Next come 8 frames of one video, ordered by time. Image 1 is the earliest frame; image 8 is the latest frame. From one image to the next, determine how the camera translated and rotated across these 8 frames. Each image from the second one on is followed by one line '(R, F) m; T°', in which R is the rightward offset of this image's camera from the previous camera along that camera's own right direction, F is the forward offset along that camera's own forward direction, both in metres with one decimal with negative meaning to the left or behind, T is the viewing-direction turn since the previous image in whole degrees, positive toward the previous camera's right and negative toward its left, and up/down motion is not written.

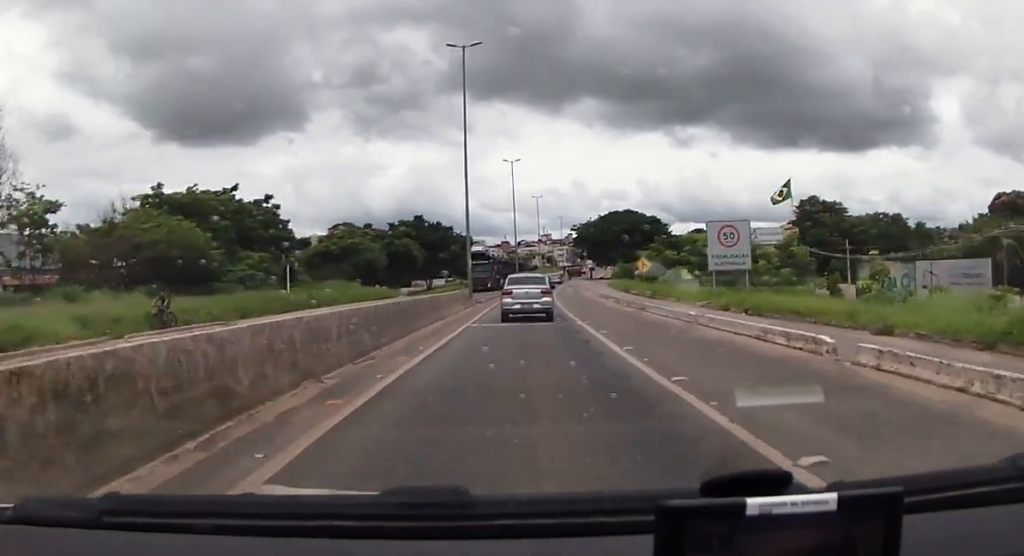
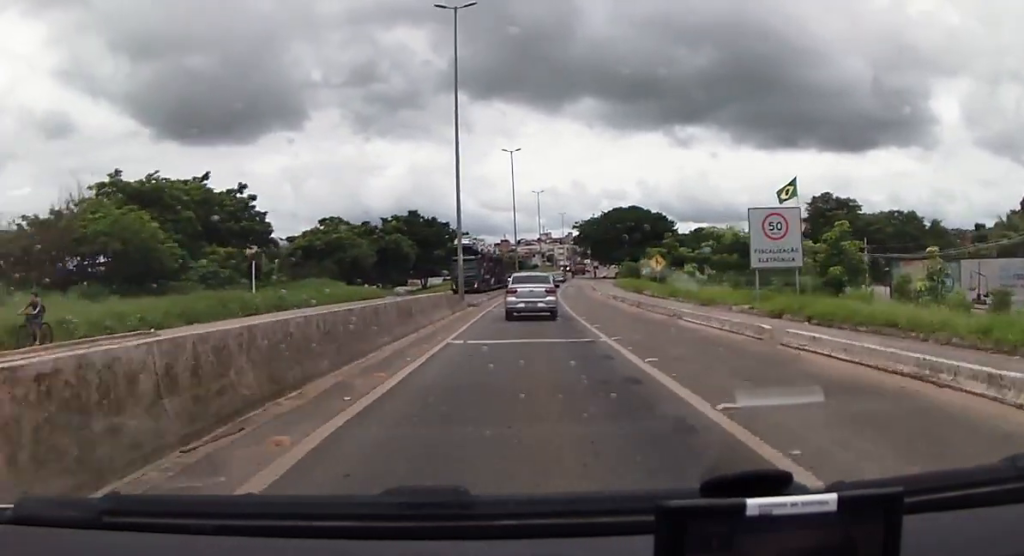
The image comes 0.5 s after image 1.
(+0.1, +6.0) m; +1°
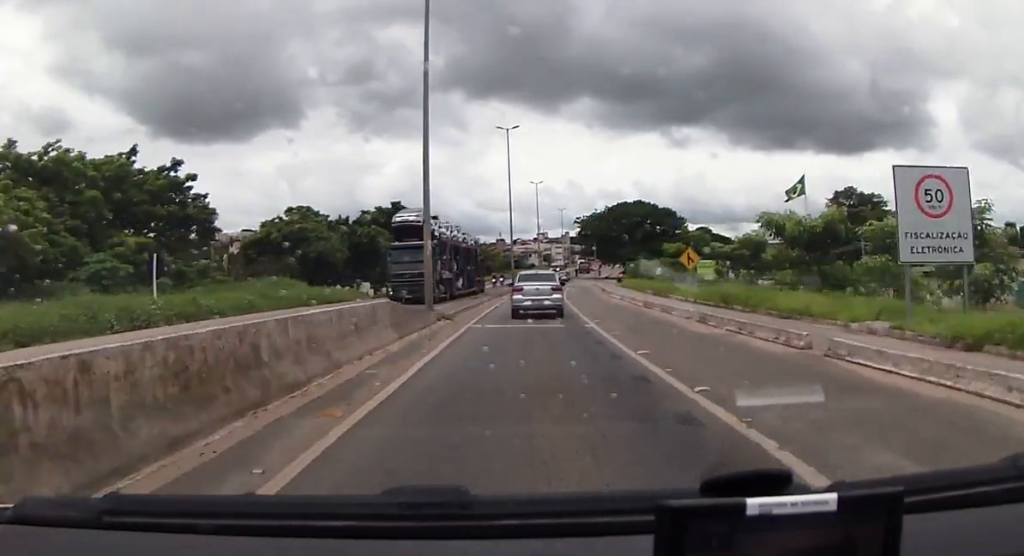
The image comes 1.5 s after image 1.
(+0.2, +11.2) m; +1°
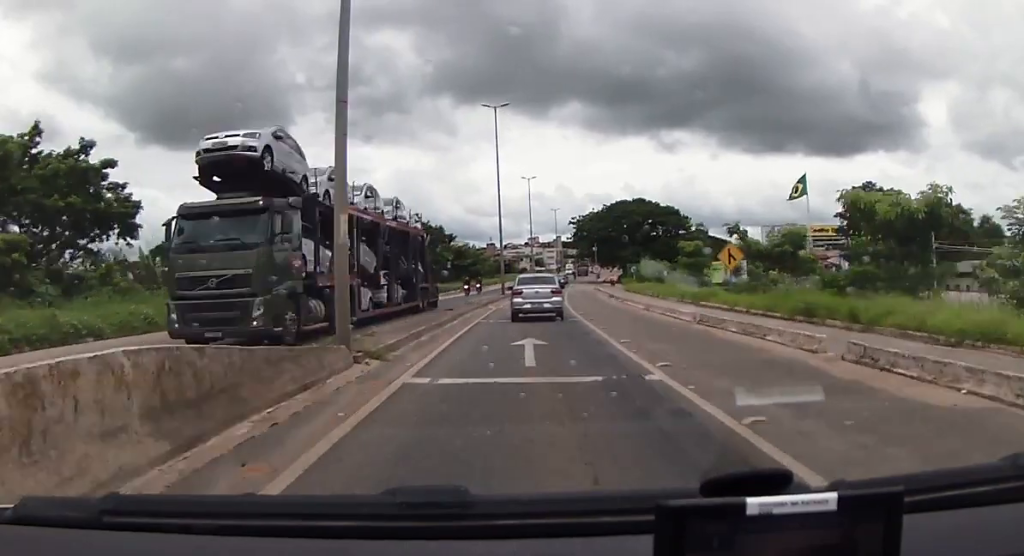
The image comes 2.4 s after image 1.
(0.0, +9.8) m; +1°
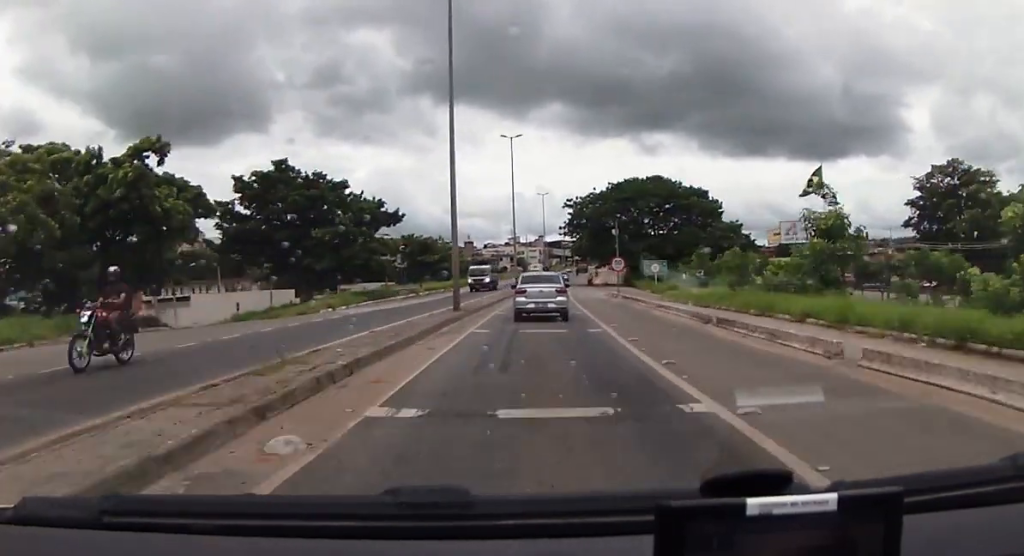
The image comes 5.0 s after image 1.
(-0.1, +27.6) m; +1°
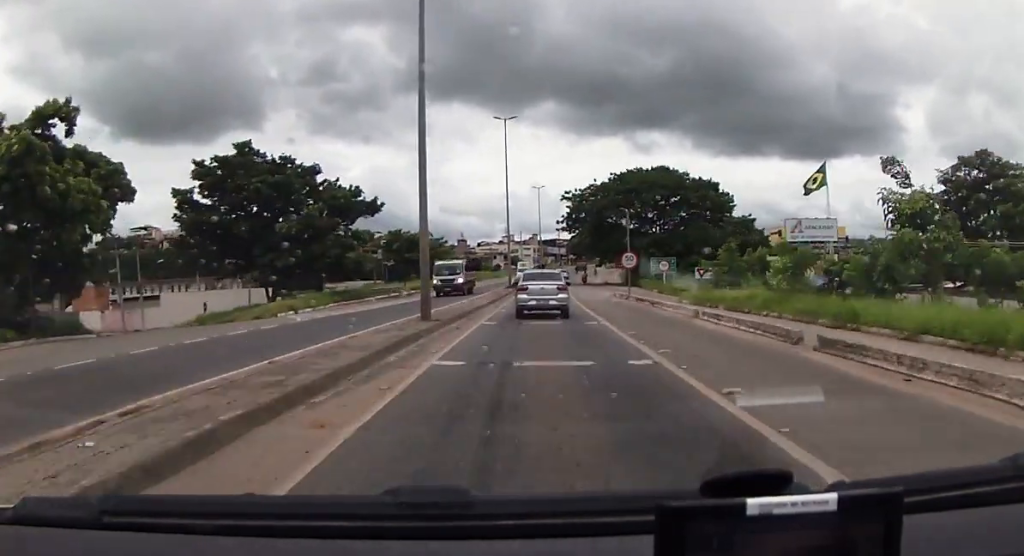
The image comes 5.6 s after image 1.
(+0.1, +7.0) m; +1°
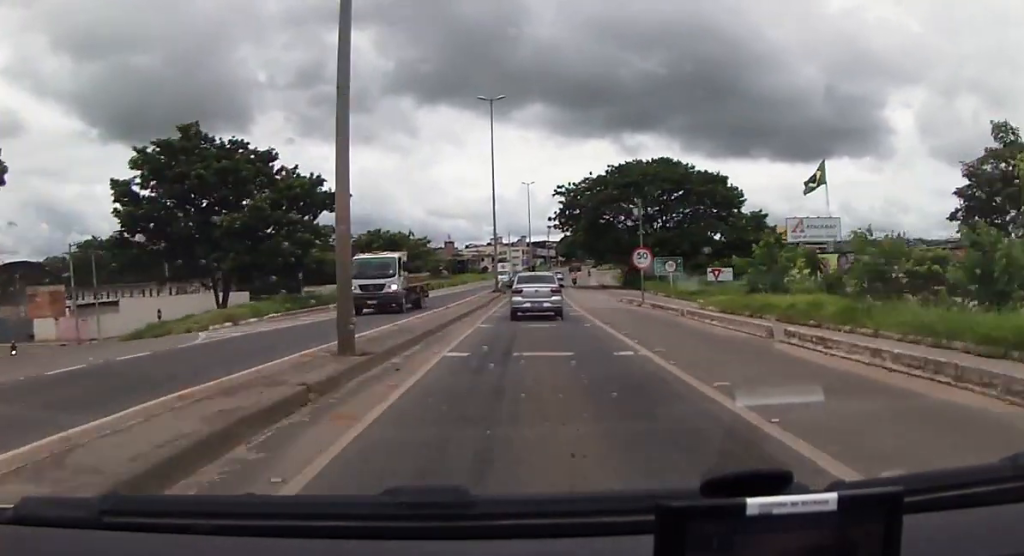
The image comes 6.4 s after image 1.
(+0.1, +7.5) m; +1°
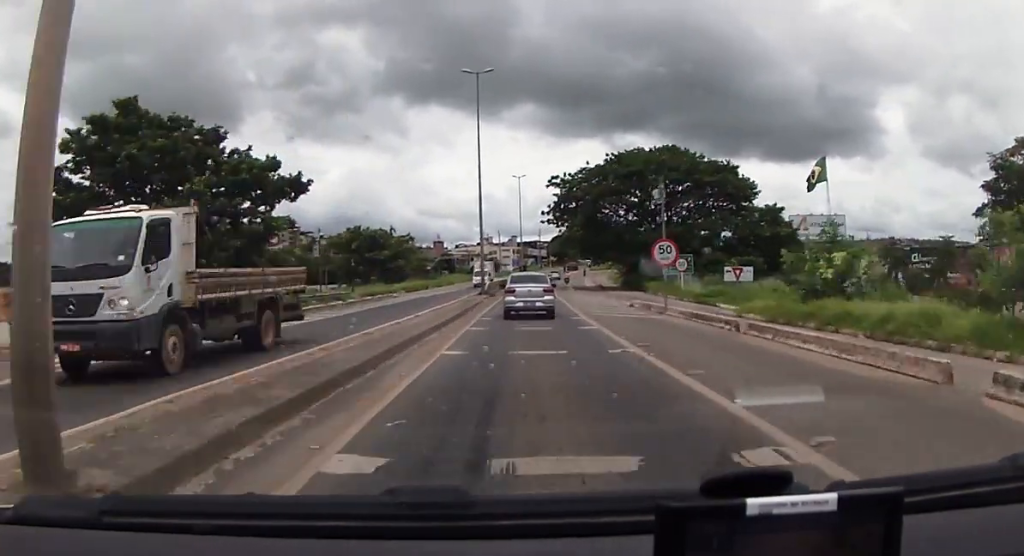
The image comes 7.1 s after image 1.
(0.0, +7.1) m; +1°
